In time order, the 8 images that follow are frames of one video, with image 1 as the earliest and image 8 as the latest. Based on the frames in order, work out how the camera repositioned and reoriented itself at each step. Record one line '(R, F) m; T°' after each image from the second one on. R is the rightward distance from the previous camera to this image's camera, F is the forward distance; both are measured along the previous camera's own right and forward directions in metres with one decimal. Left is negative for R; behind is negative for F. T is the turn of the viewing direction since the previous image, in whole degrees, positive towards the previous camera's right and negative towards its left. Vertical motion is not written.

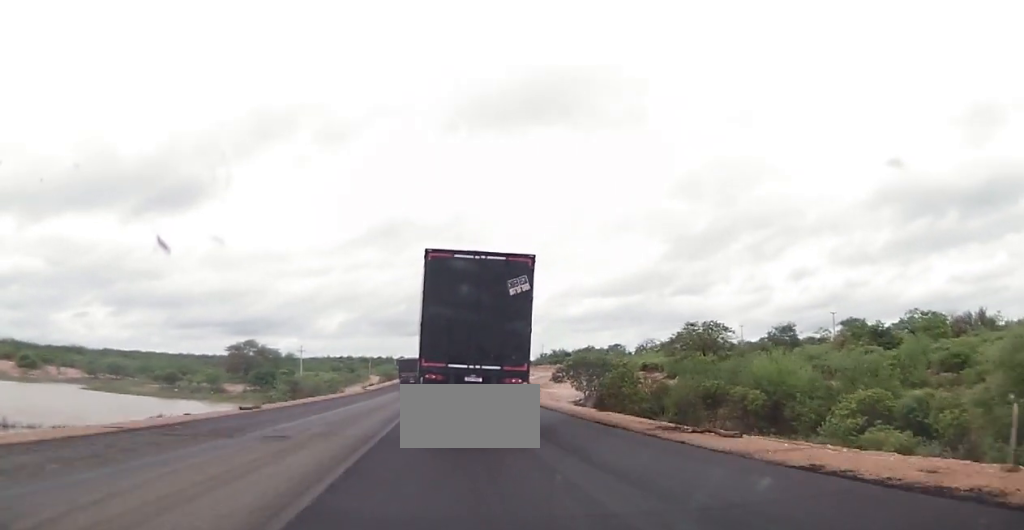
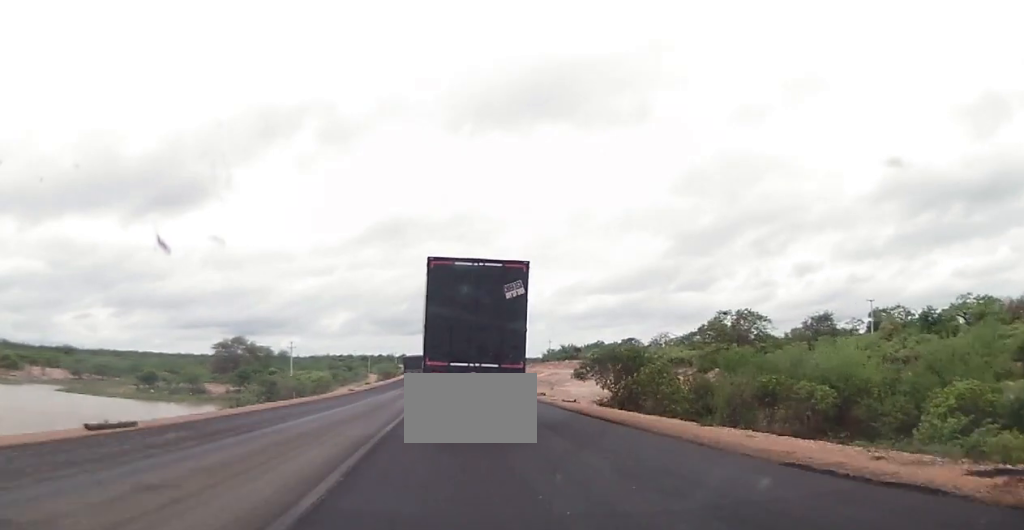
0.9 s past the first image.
(+0.1, +13.9) m; +1°
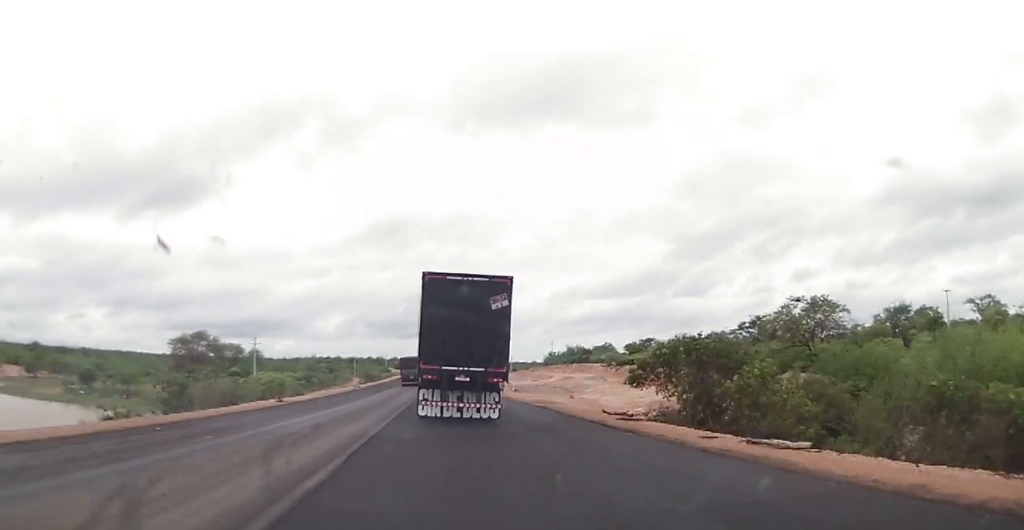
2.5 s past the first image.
(-0.2, +25.8) m; -2°
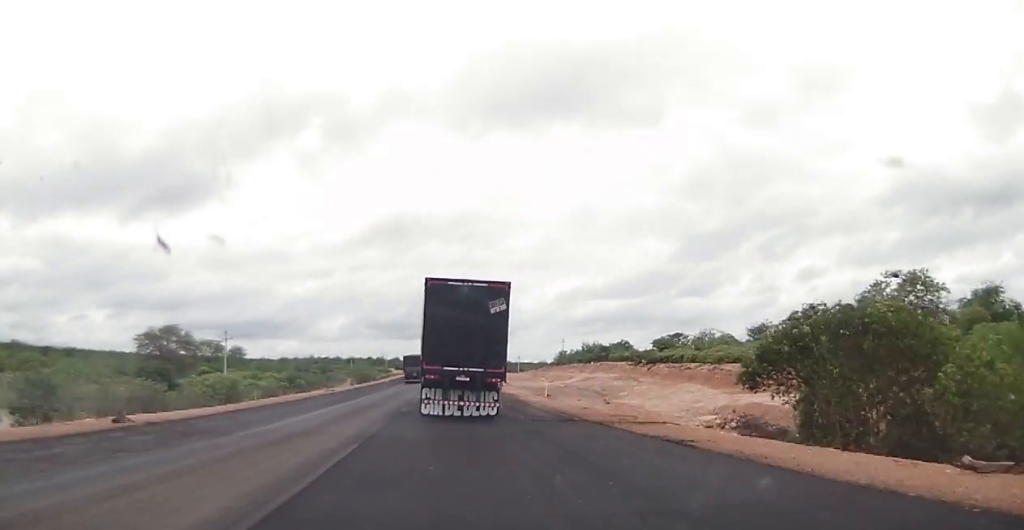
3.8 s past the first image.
(-0.2, +20.1) m; 0°
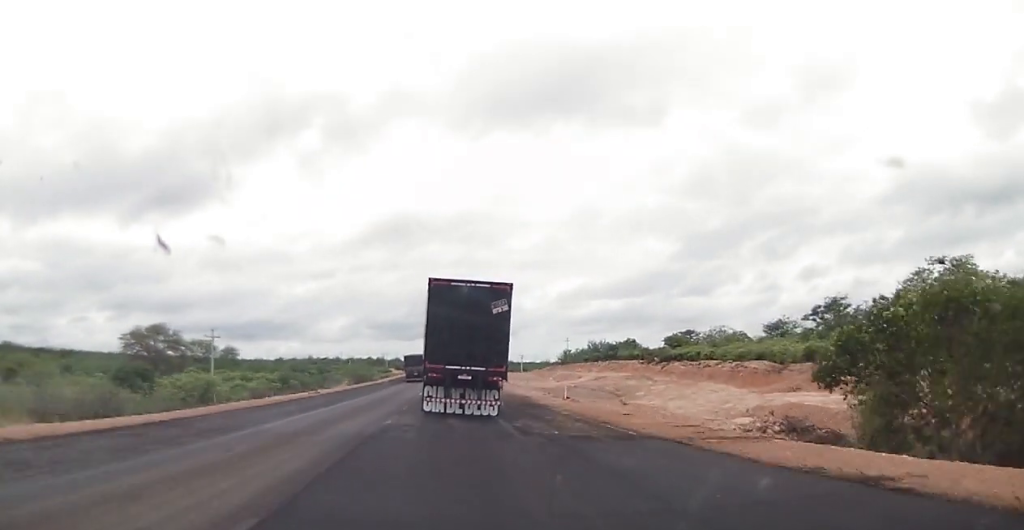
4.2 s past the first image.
(0.0, +7.2) m; +1°
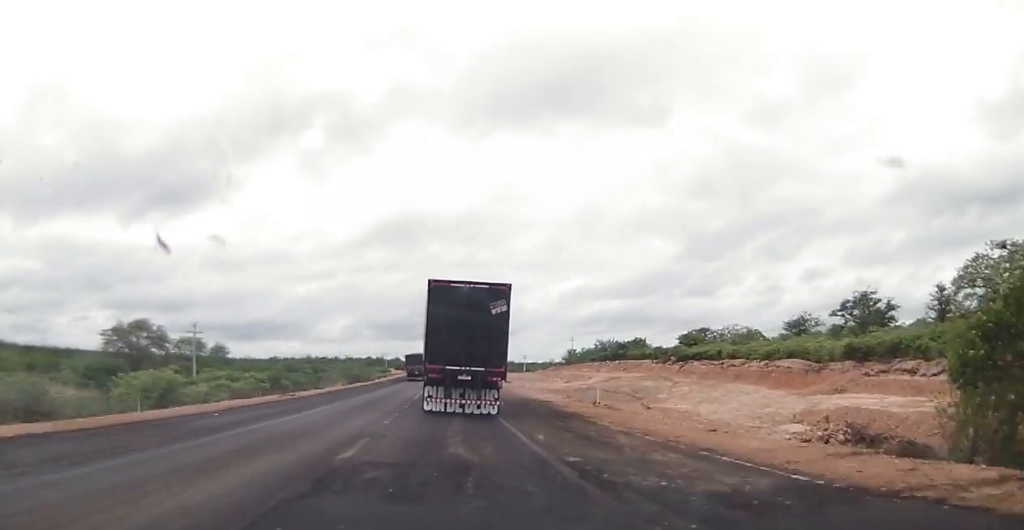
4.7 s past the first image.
(-0.1, +8.4) m; +1°
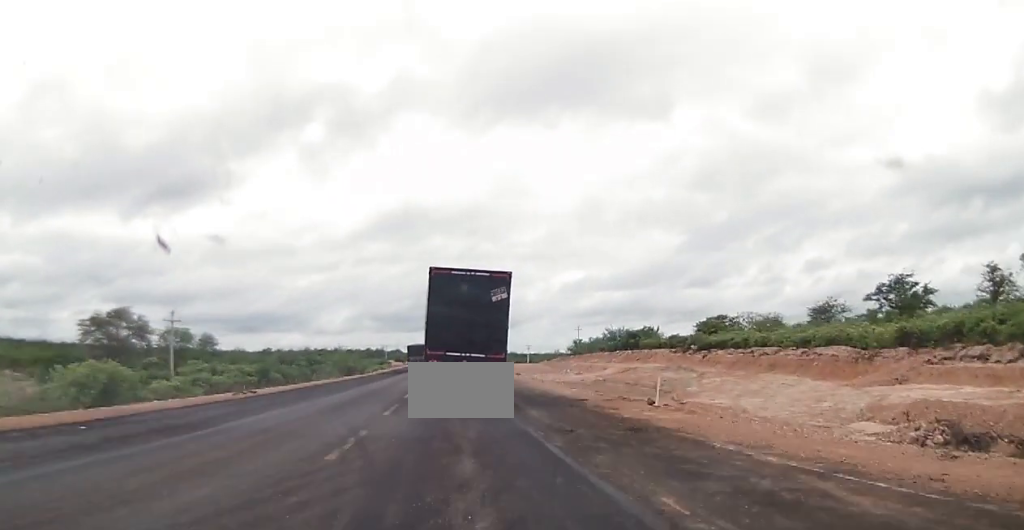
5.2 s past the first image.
(+0.3, +9.1) m; 0°
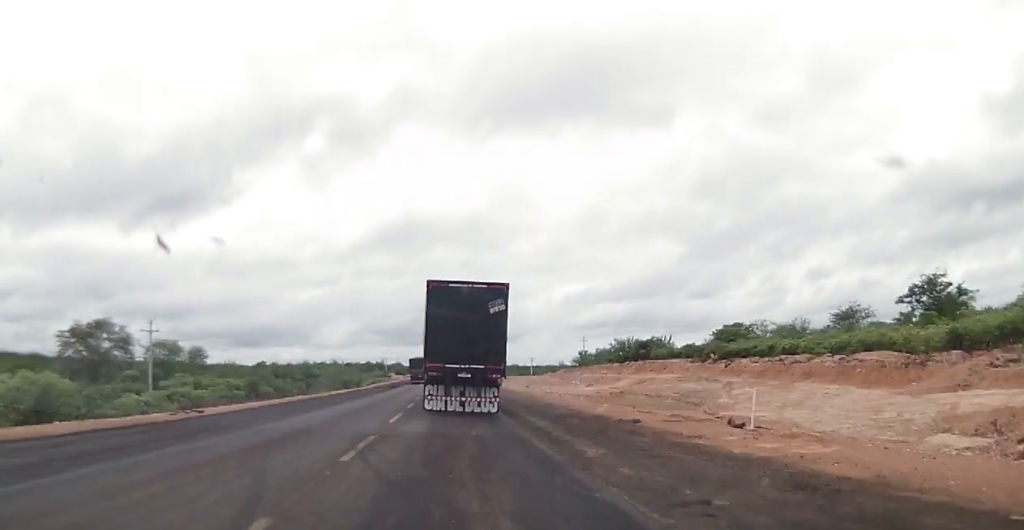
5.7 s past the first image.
(+0.2, +7.4) m; 0°
